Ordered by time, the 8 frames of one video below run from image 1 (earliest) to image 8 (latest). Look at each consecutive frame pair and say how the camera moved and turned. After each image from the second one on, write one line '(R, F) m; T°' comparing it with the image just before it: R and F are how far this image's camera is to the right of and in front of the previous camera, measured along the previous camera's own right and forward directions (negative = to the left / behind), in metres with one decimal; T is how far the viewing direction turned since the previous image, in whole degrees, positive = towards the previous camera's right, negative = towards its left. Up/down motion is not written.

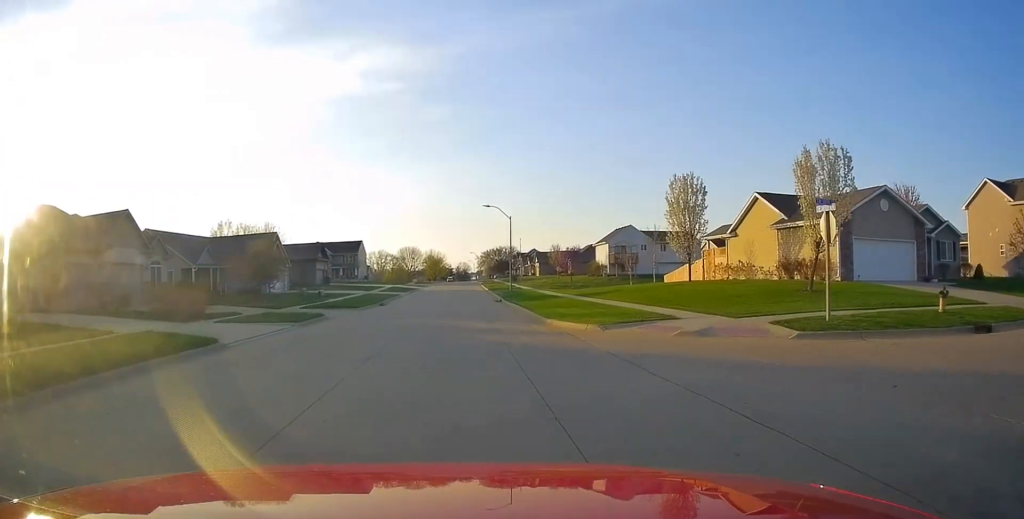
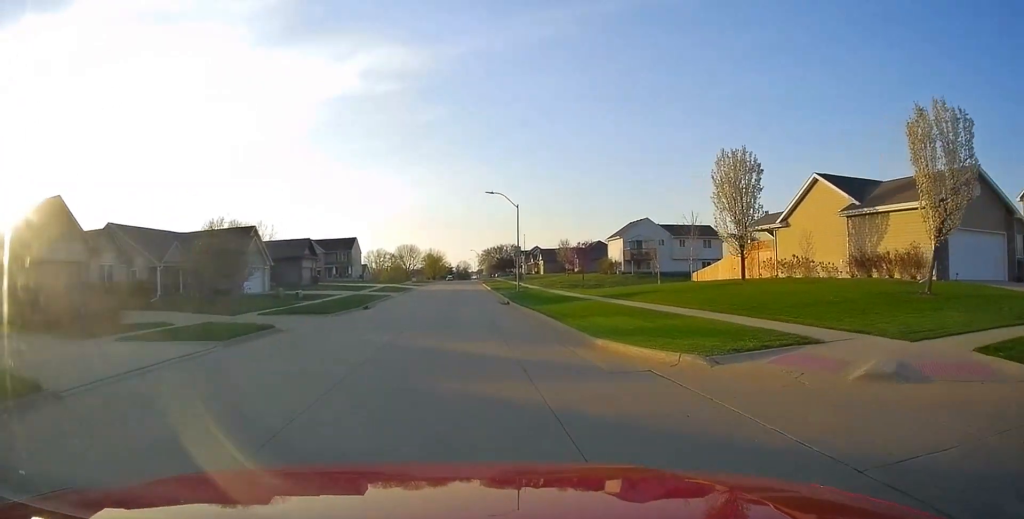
(-0.2, +7.1) m; -3°
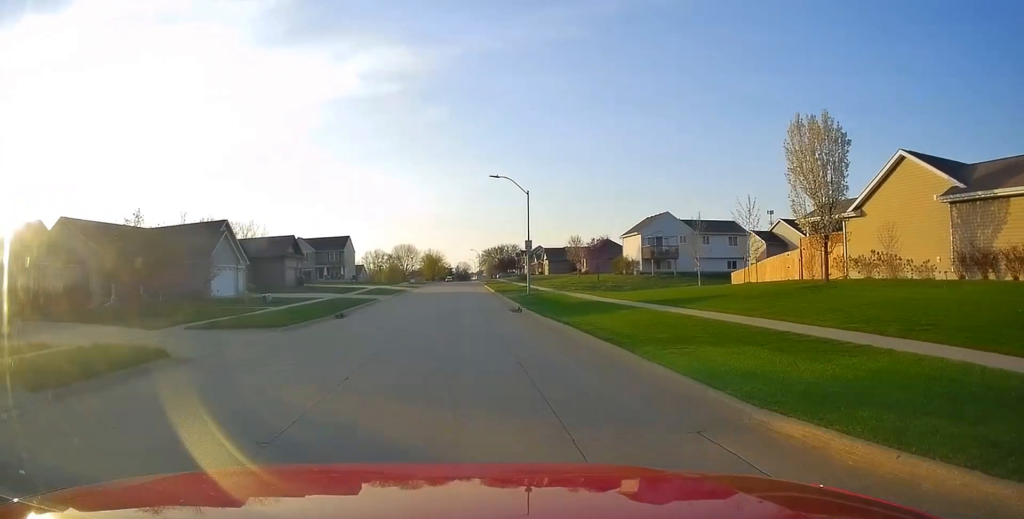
(-0.2, +7.6) m; -1°
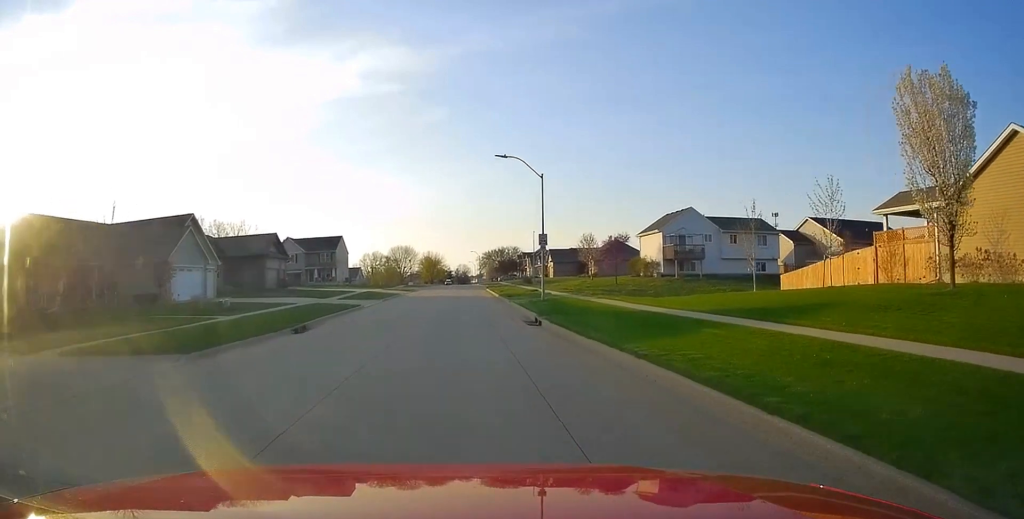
(-0.1, +7.1) m; 0°
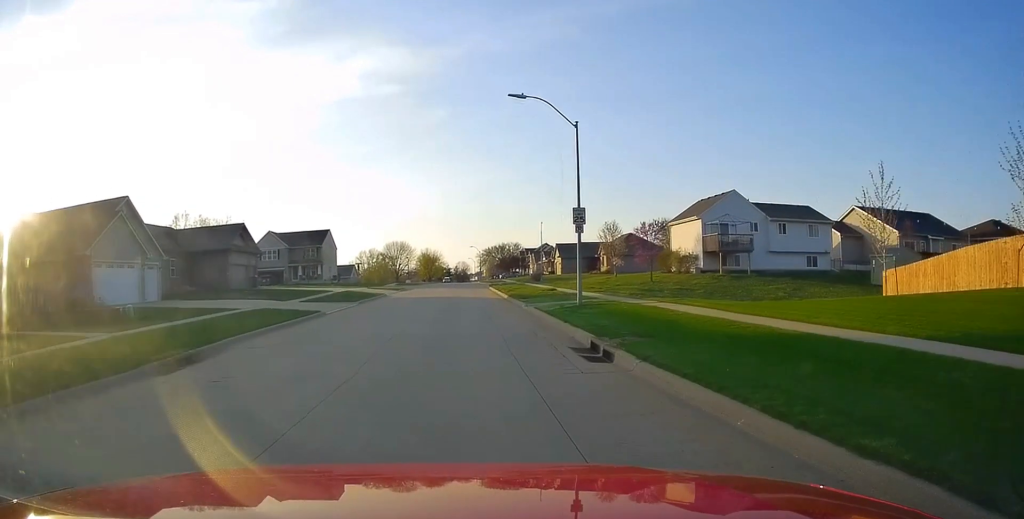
(-0.1, +9.8) m; +4°
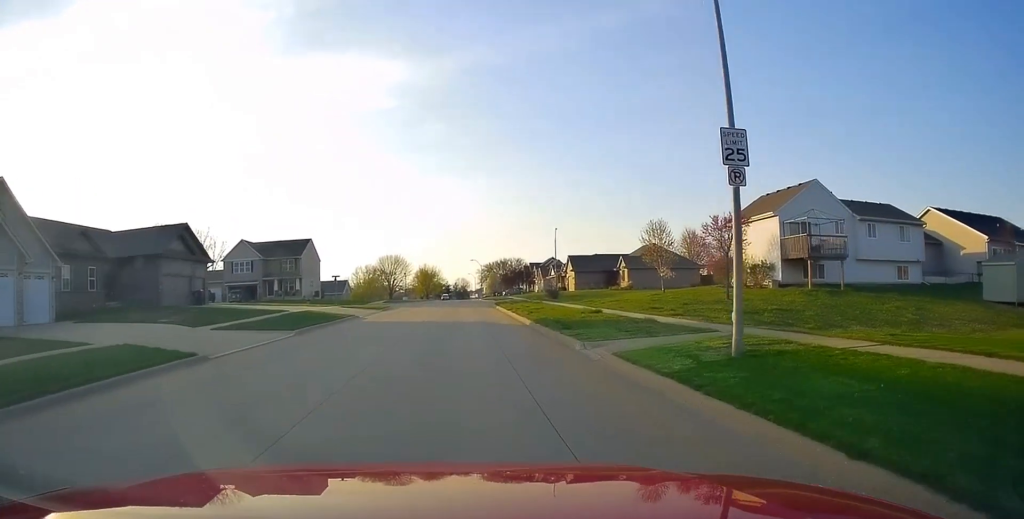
(+0.9, +12.5) m; +1°
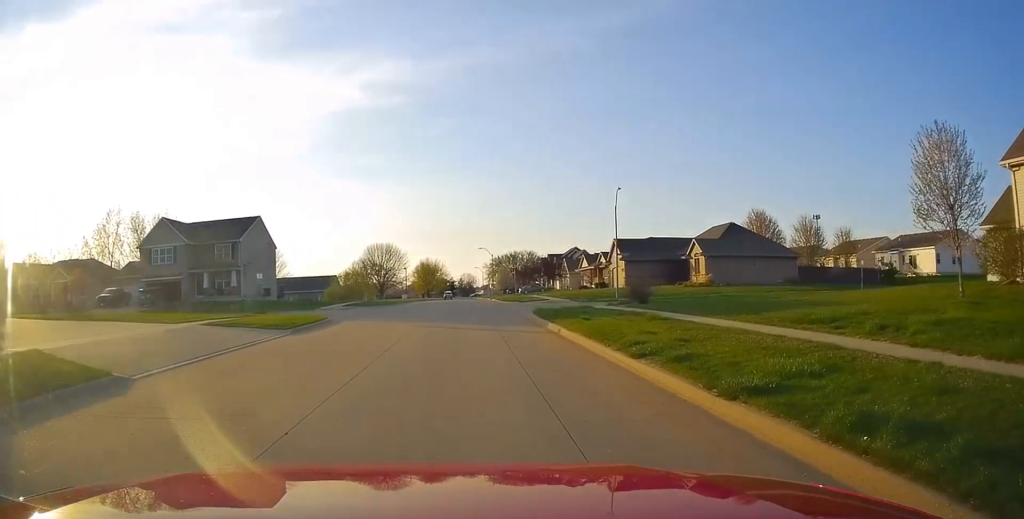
(-1.9, +25.7) m; -3°
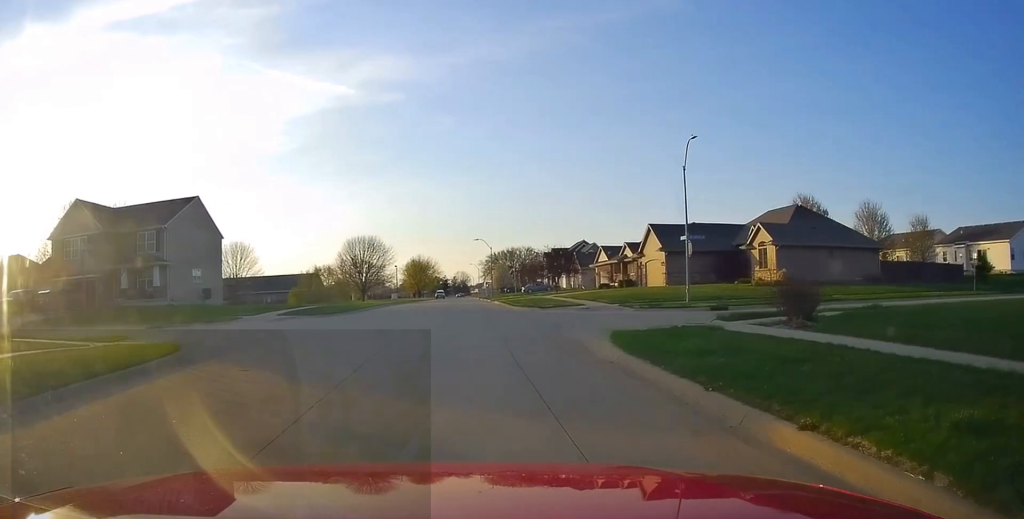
(+0.5, +14.8) m; +2°
